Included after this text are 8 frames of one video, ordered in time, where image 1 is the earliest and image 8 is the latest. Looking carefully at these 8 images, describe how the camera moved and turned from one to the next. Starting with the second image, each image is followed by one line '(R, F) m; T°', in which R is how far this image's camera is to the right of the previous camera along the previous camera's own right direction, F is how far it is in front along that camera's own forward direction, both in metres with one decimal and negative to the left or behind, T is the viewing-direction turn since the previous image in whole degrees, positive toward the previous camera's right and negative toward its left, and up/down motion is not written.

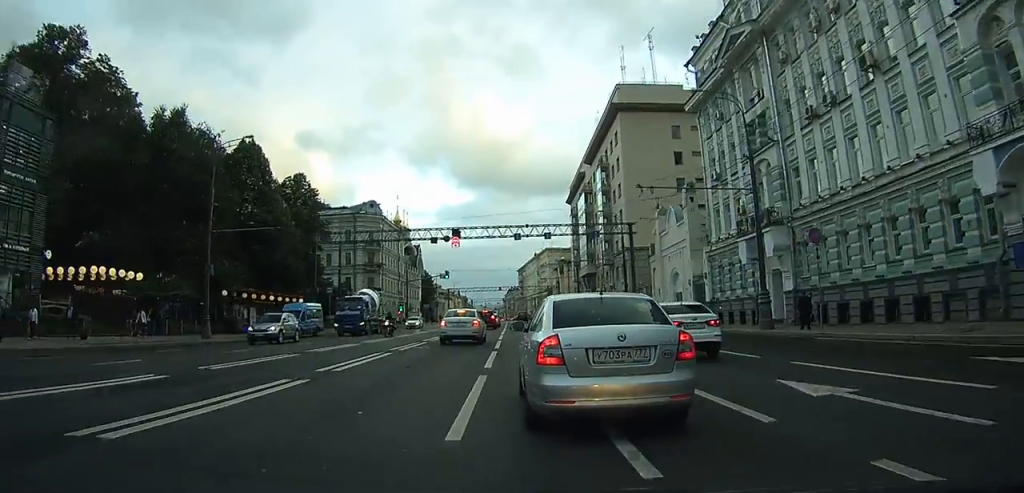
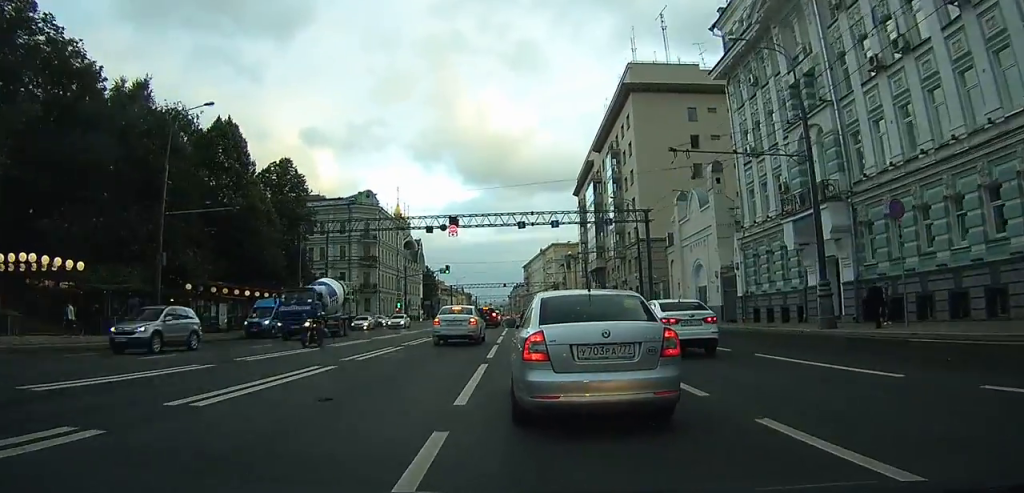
(0.0, +5.7) m; -1°
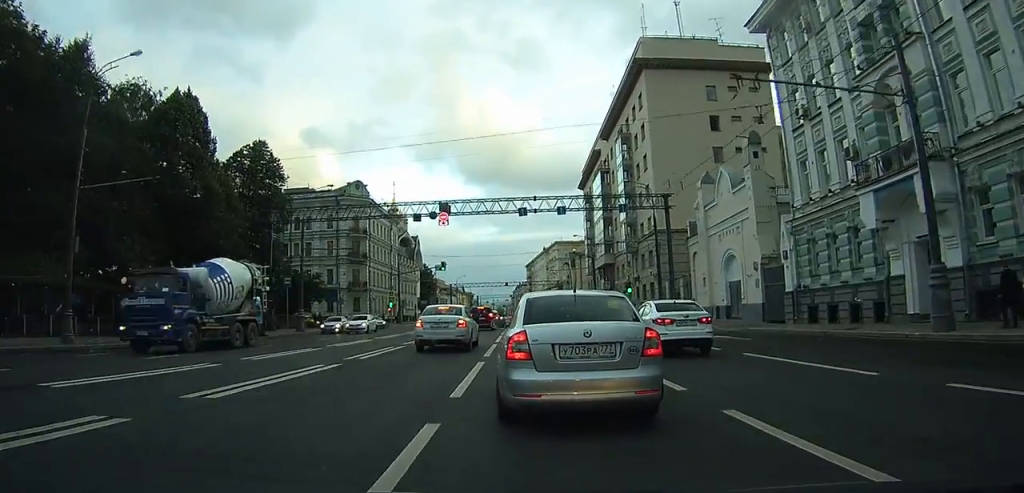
(0.0, +7.0) m; -1°
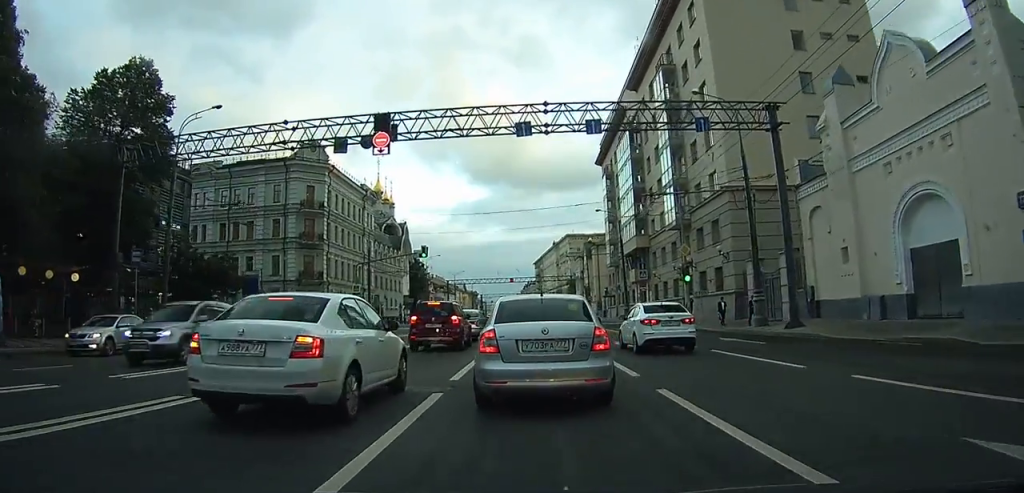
(-0.3, +21.2) m; -1°
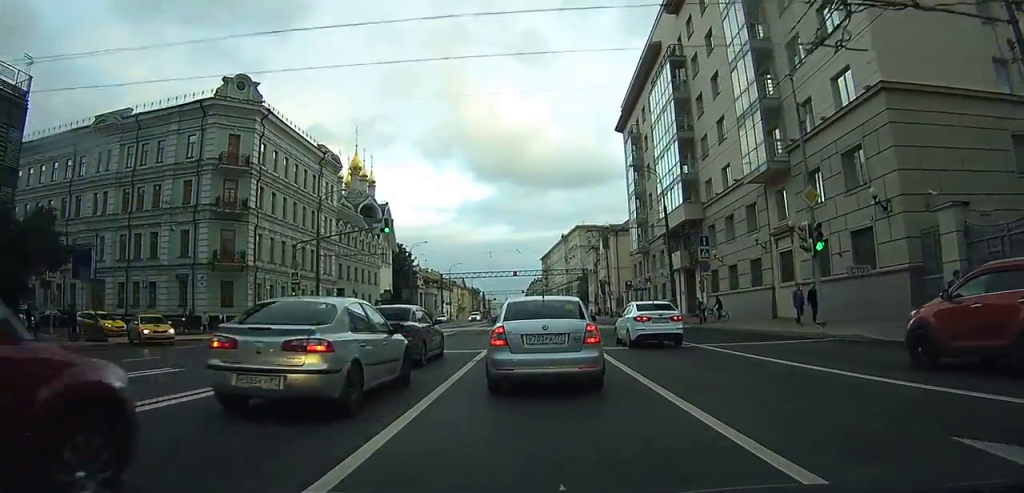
(+0.1, +19.2) m; +1°
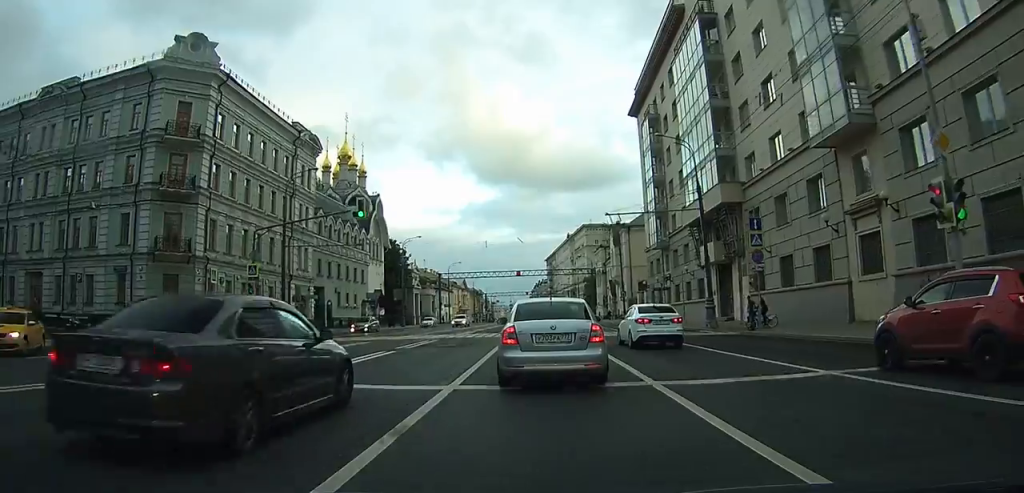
(+0.1, +8.3) m; 0°
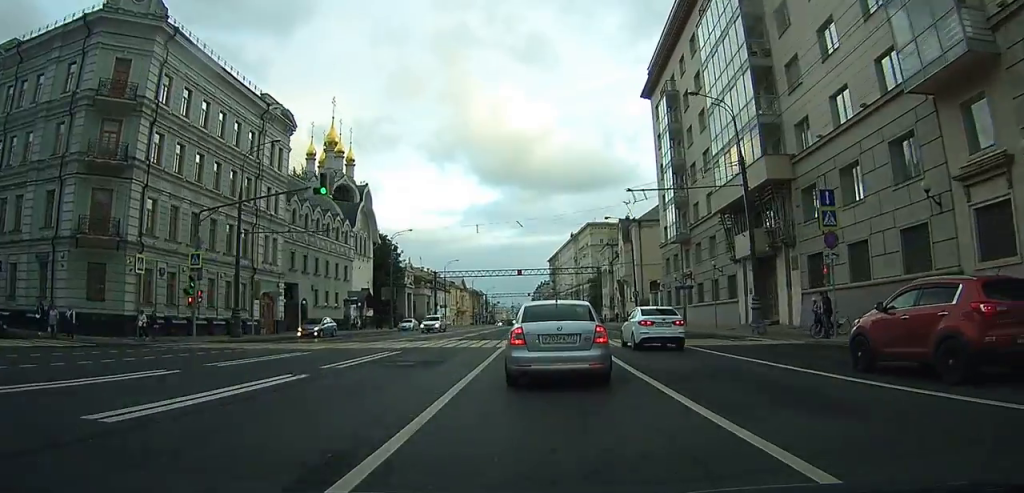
(0.0, +7.4) m; 0°
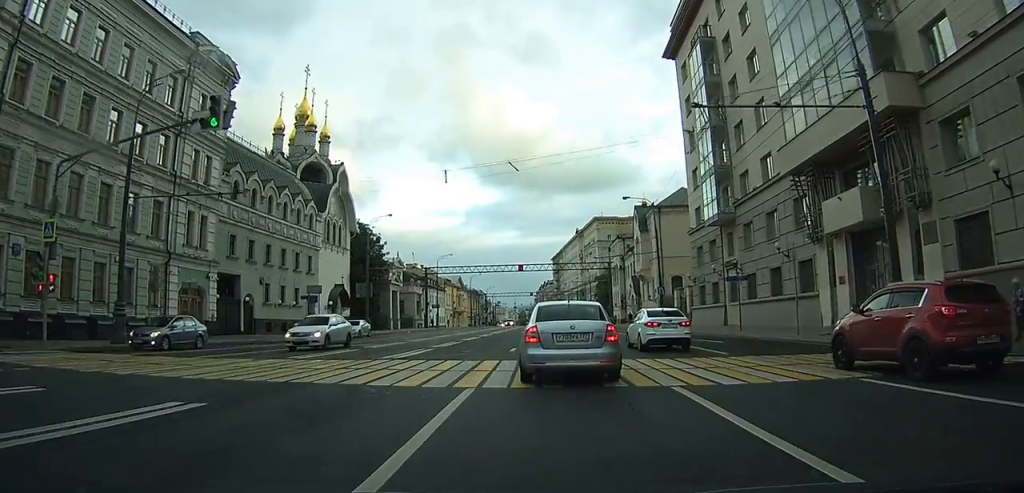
(-0.1, +11.5) m; 0°
